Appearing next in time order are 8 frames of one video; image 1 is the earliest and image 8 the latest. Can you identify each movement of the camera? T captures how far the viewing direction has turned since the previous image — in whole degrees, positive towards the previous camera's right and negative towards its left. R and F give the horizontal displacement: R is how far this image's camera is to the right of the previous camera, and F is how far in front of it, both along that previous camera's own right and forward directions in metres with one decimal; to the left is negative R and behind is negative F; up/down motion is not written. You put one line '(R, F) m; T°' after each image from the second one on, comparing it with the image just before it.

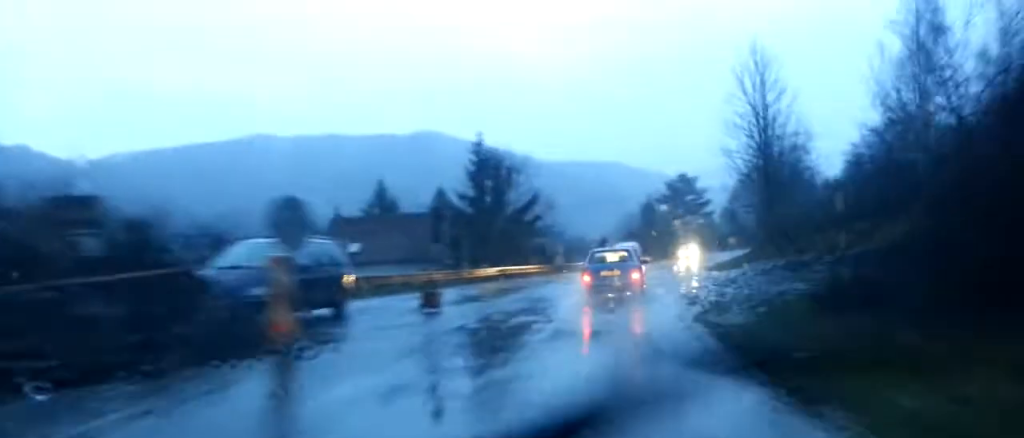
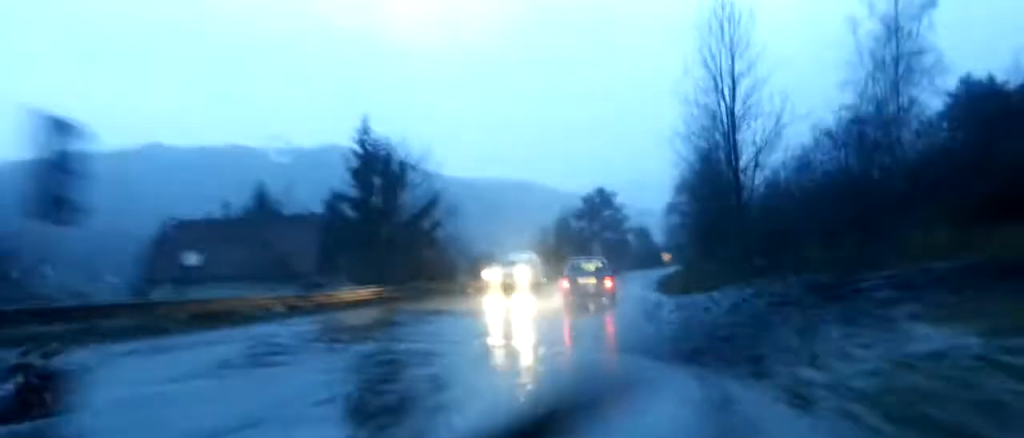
(+1.1, +12.3) m; +9°
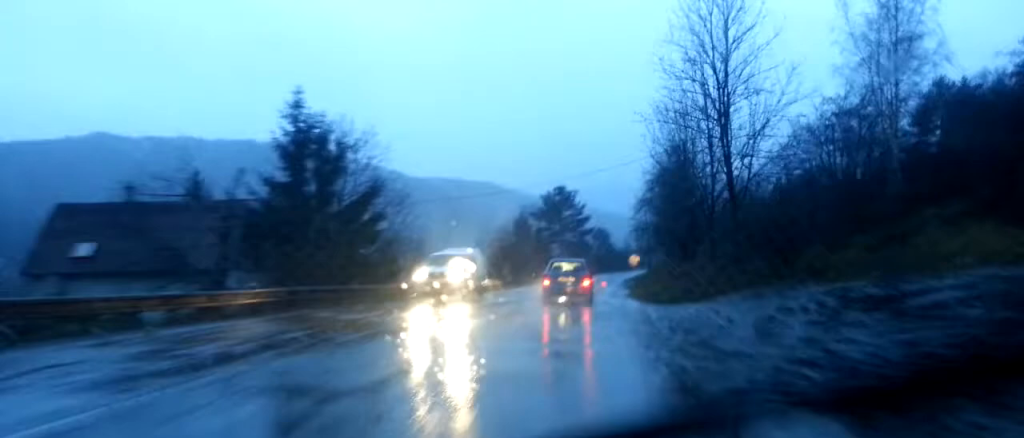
(0.0, +5.9) m; +4°
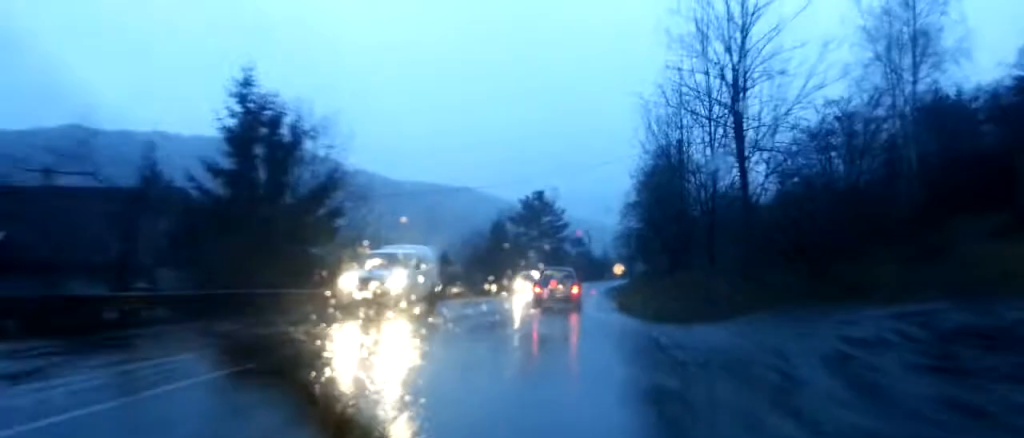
(+0.3, +4.8) m; +2°
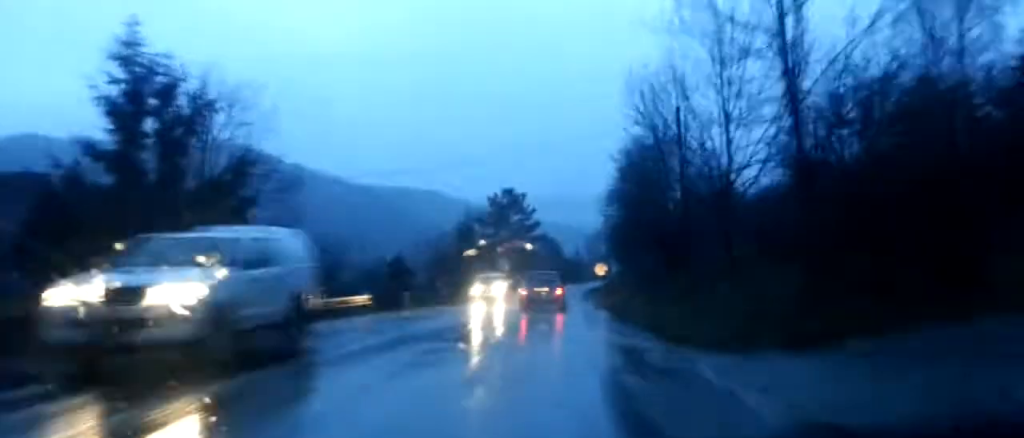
(+0.2, +7.6) m; +2°
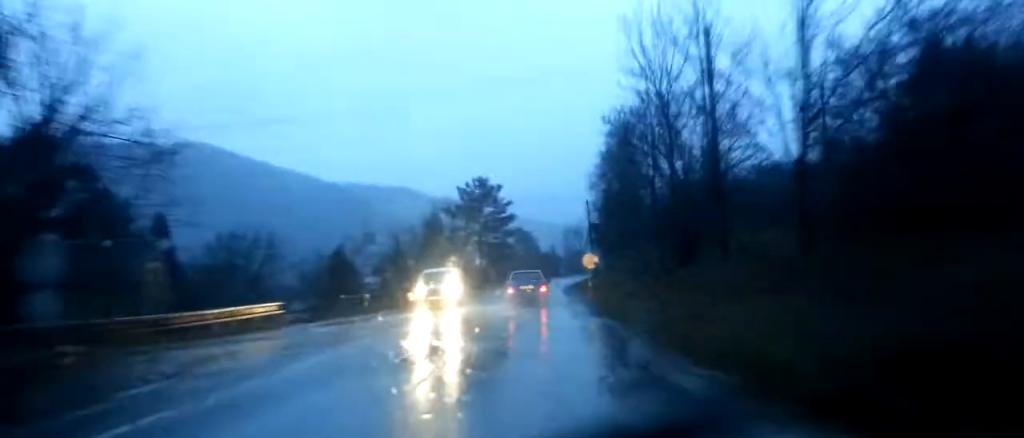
(0.0, +9.2) m; 0°
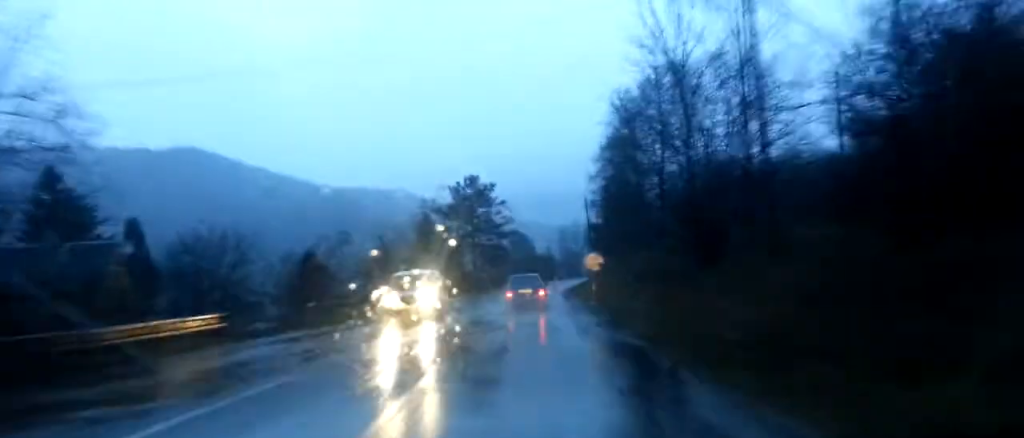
(0.0, +4.4) m; +1°
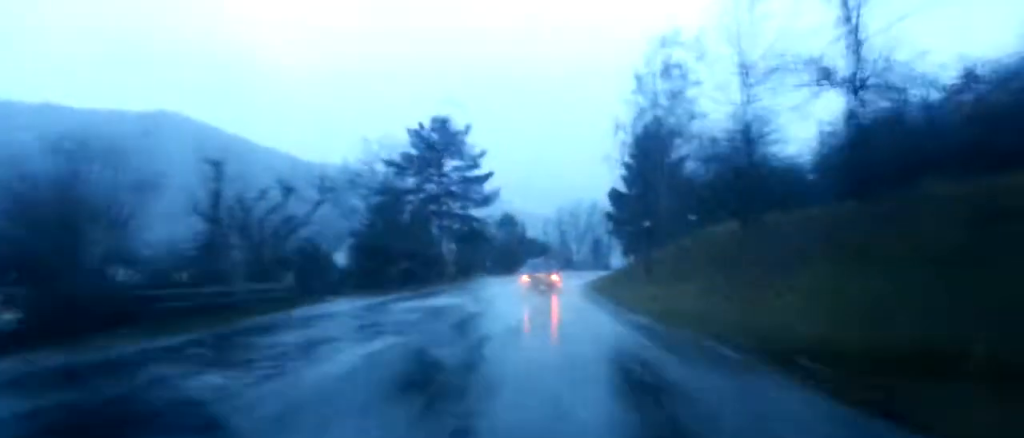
(+0.3, +29.7) m; +1°
